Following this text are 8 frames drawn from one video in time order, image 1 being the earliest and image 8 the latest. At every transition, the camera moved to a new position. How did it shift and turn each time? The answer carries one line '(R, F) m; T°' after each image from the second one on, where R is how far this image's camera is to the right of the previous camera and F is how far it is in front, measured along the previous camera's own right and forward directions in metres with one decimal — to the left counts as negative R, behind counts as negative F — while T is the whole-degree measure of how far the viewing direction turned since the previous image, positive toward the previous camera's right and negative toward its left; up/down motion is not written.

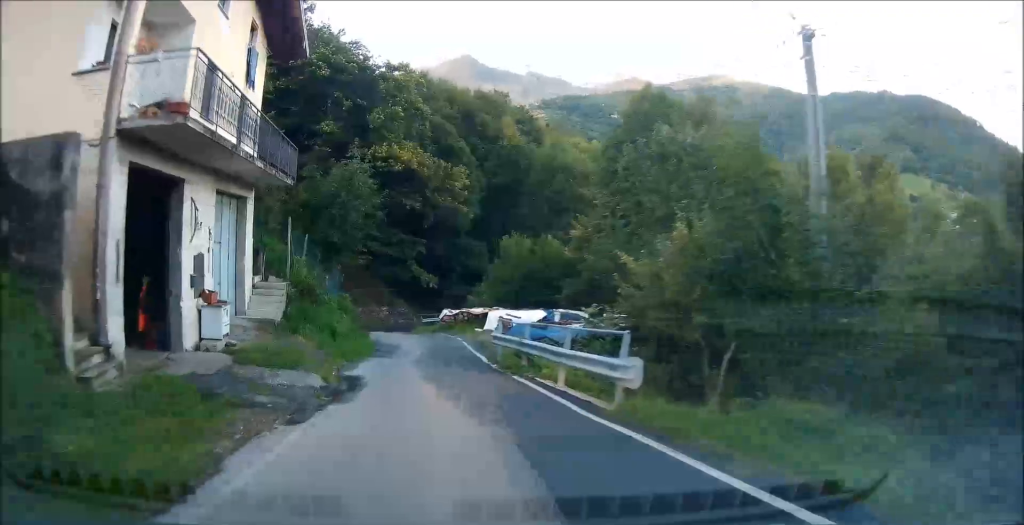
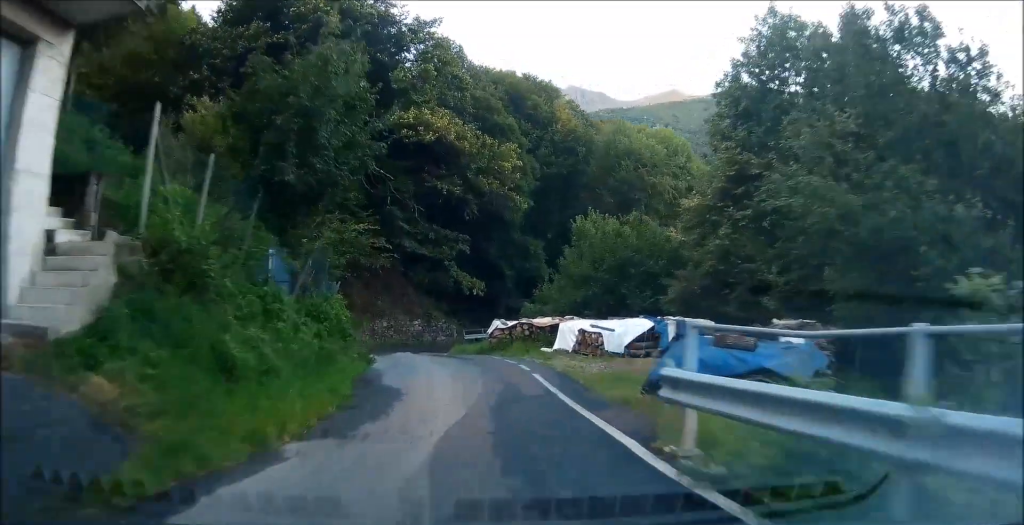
(-1.1, +10.5) m; -11°
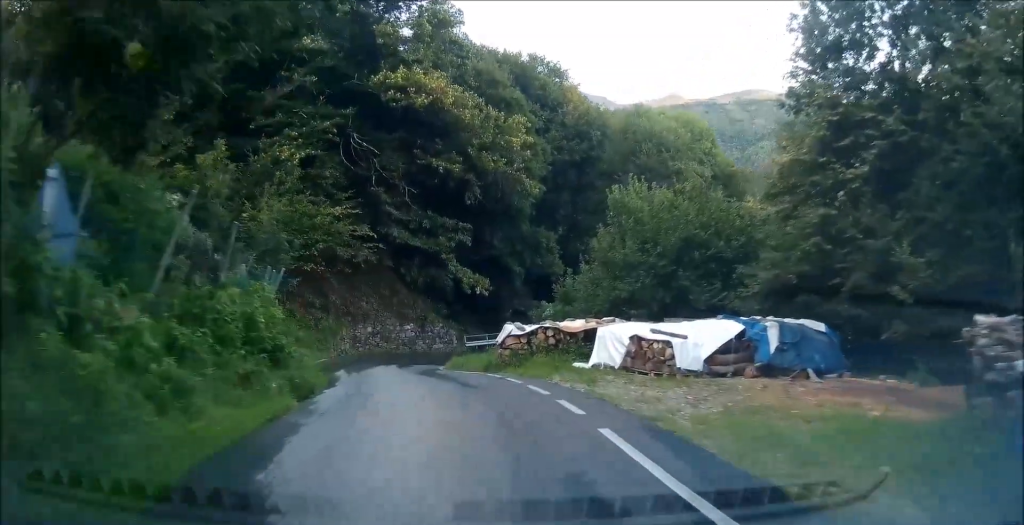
(-0.3, +7.3) m; +1°
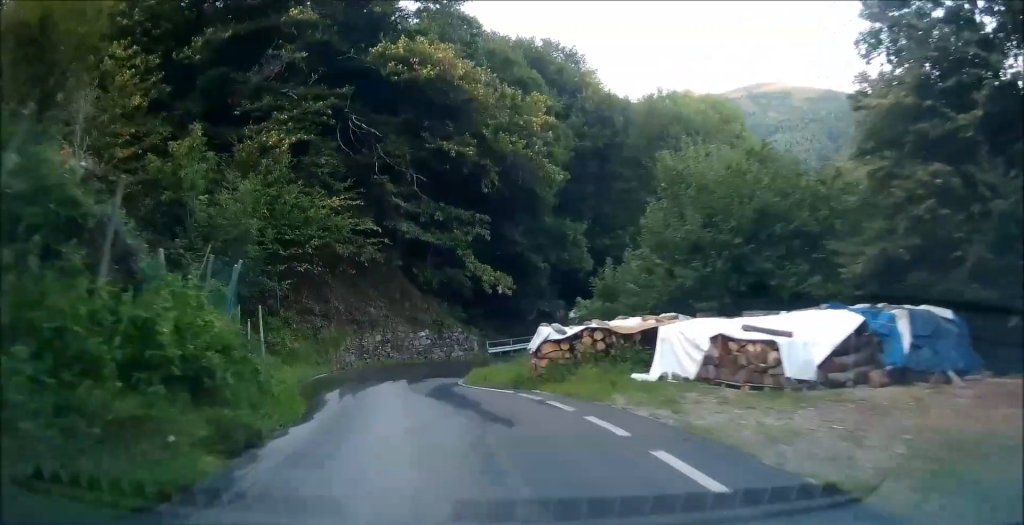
(+0.4, +4.6) m; 0°
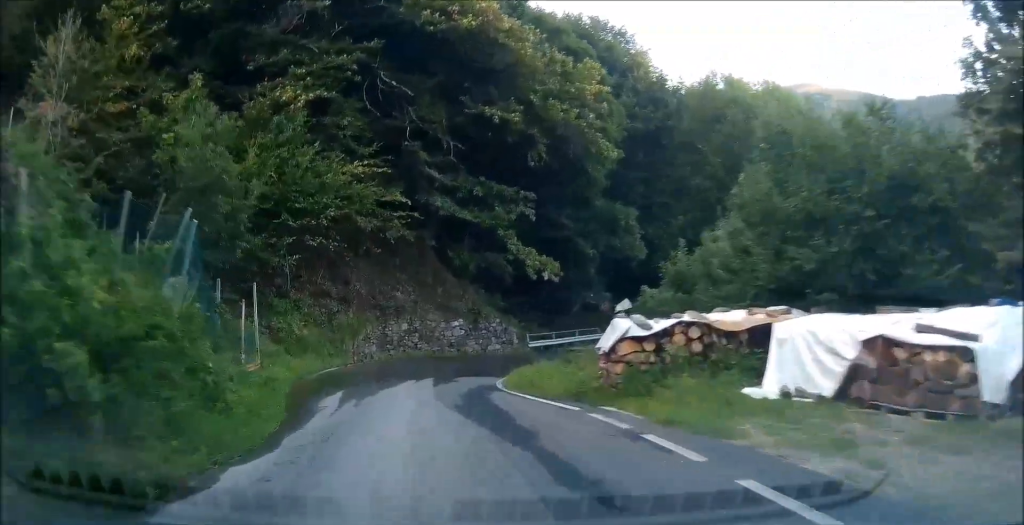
(+0.2, +4.3) m; 0°
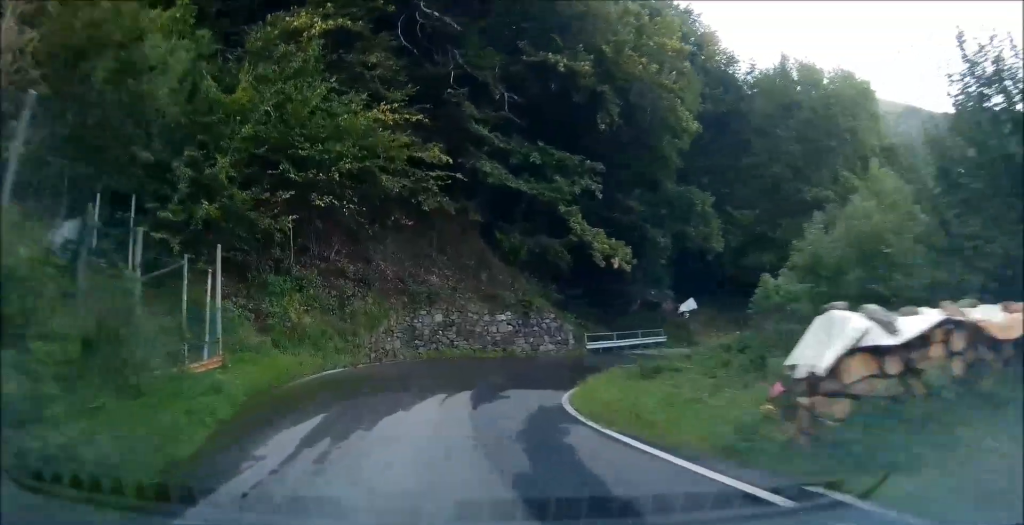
(-0.5, +5.8) m; -1°
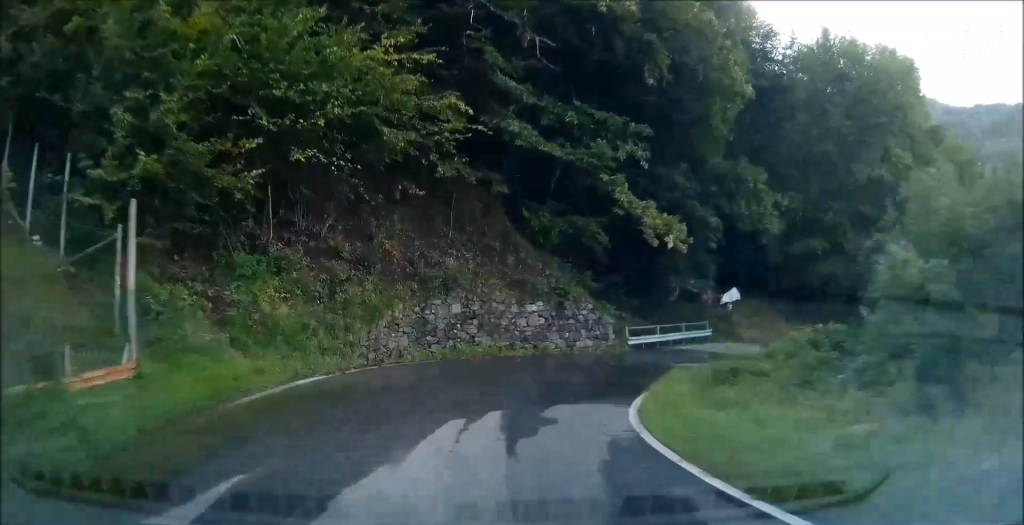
(0.0, +4.4) m; +2°
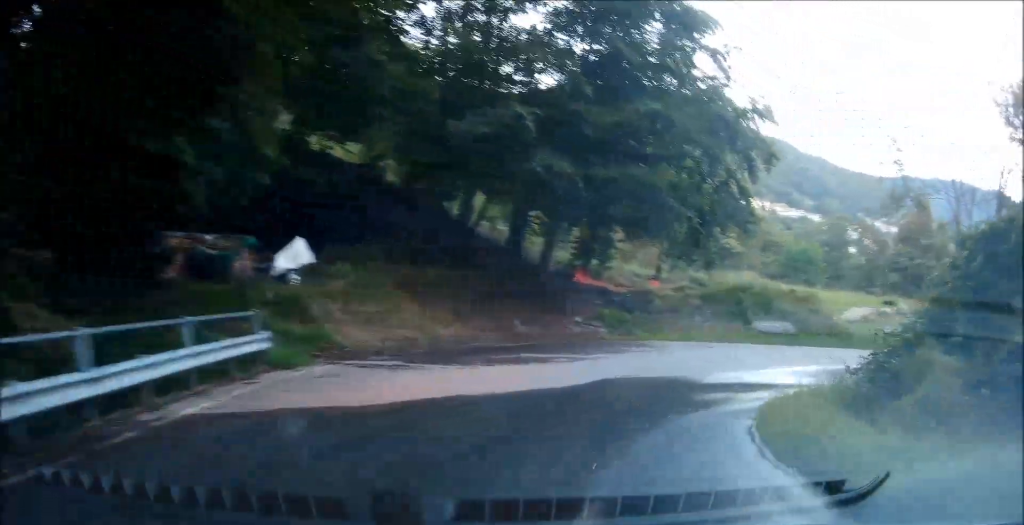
(+4.5, +25.9) m; +23°
